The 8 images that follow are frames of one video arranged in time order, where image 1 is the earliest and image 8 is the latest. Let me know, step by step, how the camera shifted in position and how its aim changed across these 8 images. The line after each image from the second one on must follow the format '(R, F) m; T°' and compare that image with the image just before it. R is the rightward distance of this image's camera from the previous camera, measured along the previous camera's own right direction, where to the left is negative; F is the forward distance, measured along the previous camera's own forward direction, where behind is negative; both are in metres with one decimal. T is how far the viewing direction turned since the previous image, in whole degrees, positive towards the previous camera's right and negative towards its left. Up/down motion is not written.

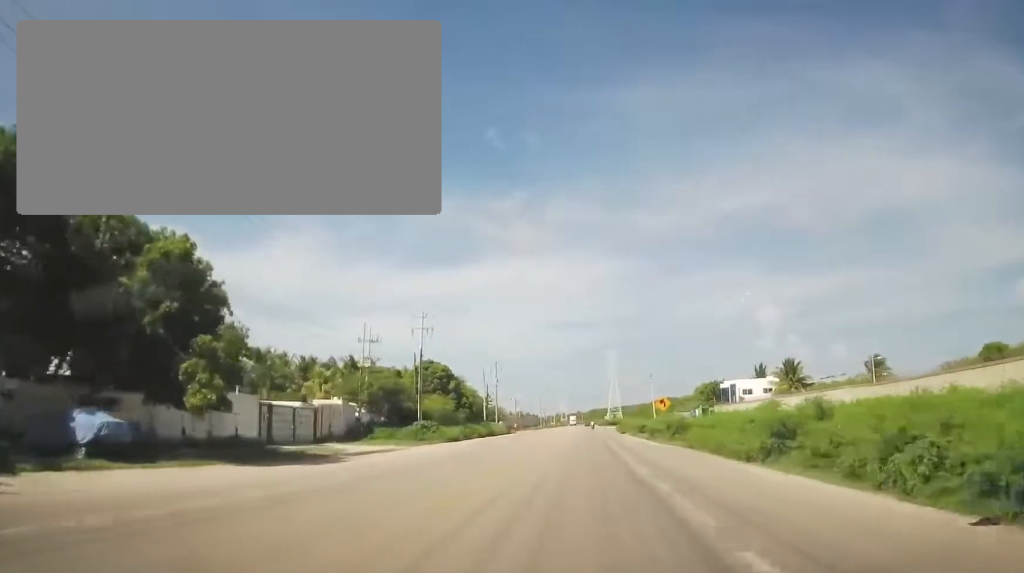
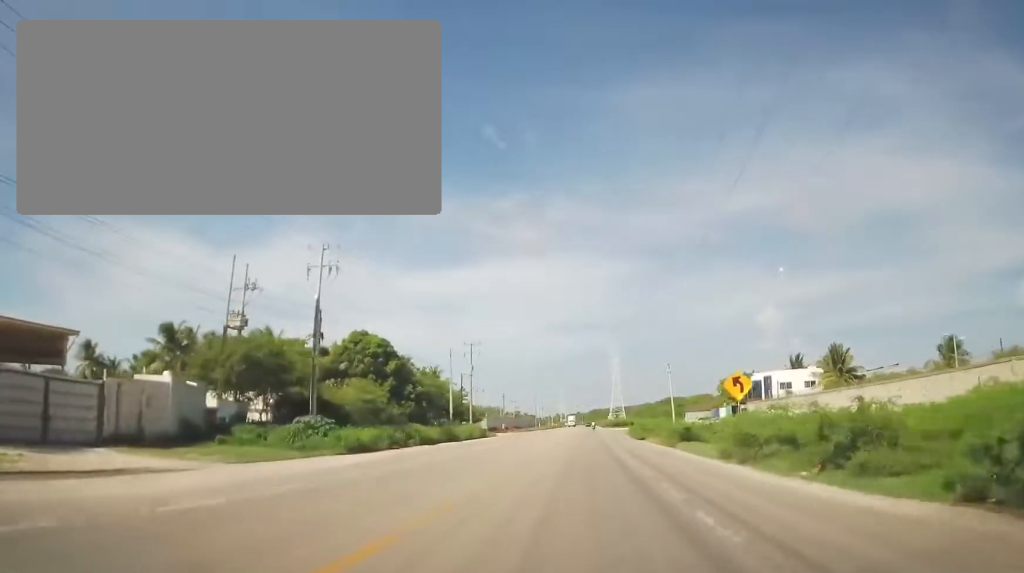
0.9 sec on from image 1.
(-0.1, +22.2) m; 0°
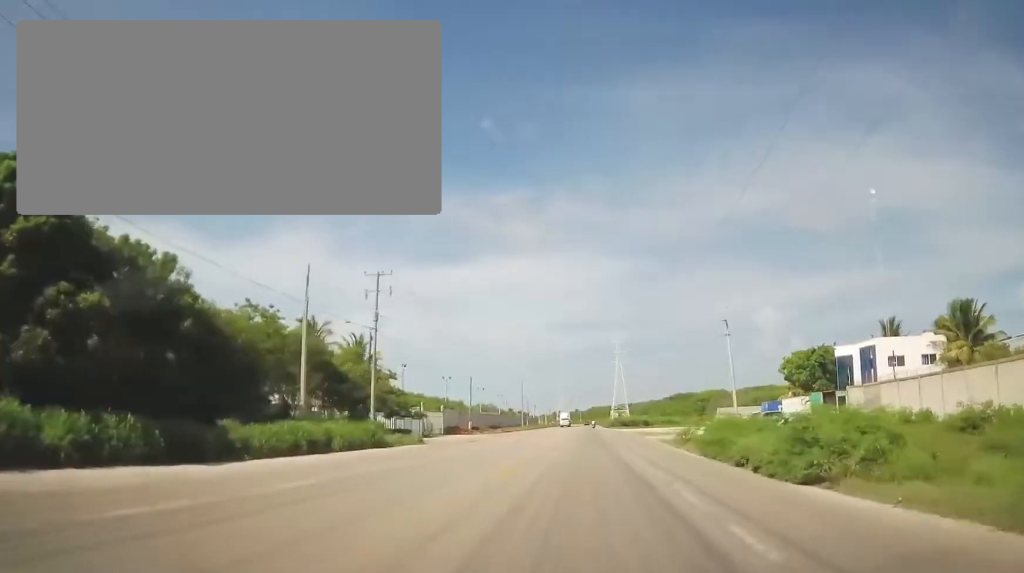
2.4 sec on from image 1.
(-0.1, +34.9) m; +1°
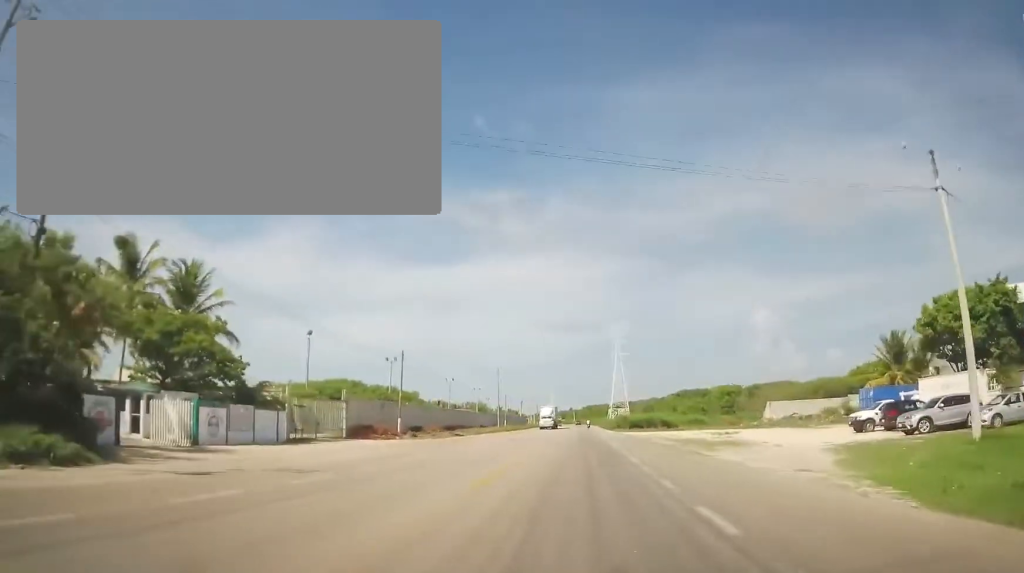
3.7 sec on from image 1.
(+0.5, +31.7) m; -1°
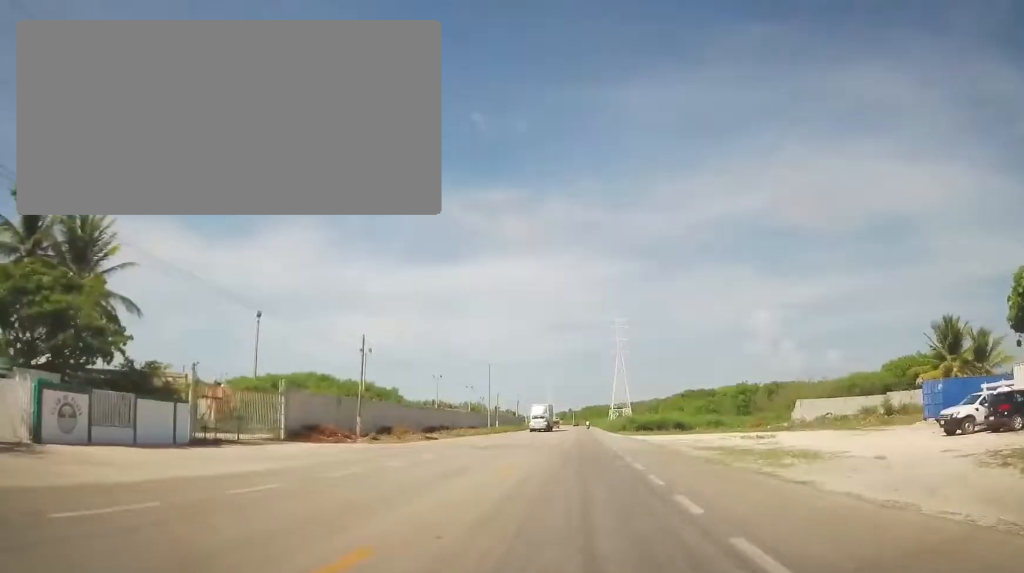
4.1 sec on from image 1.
(-0.4, +10.6) m; -1°
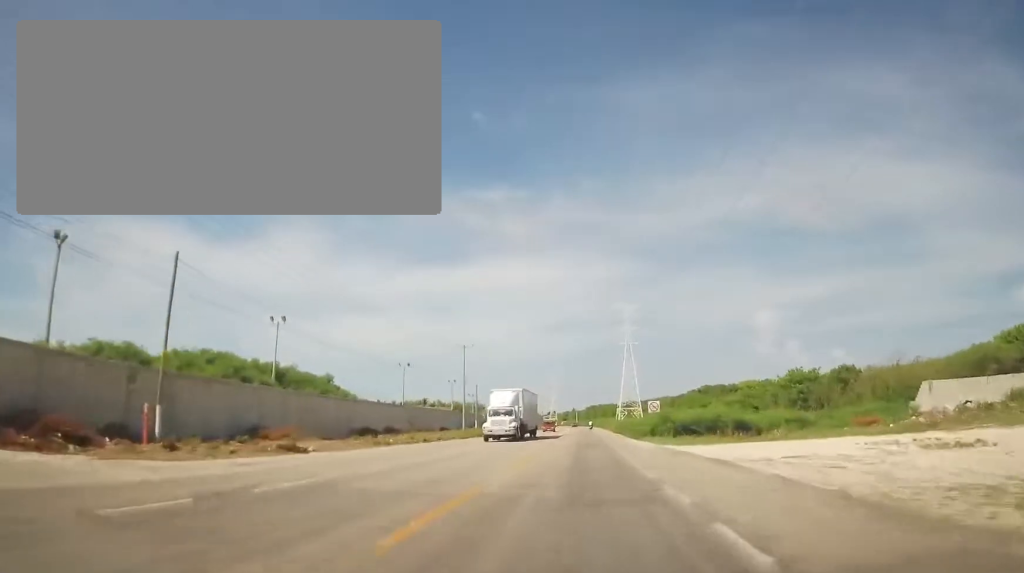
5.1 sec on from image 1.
(-0.2, +24.4) m; 0°
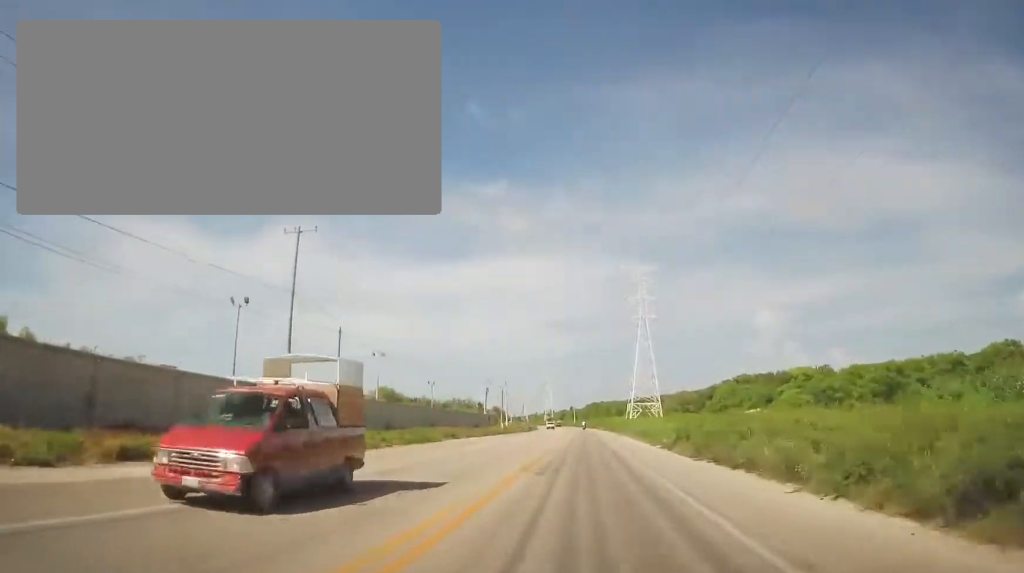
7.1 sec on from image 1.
(+0.2, +47.5) m; +1°
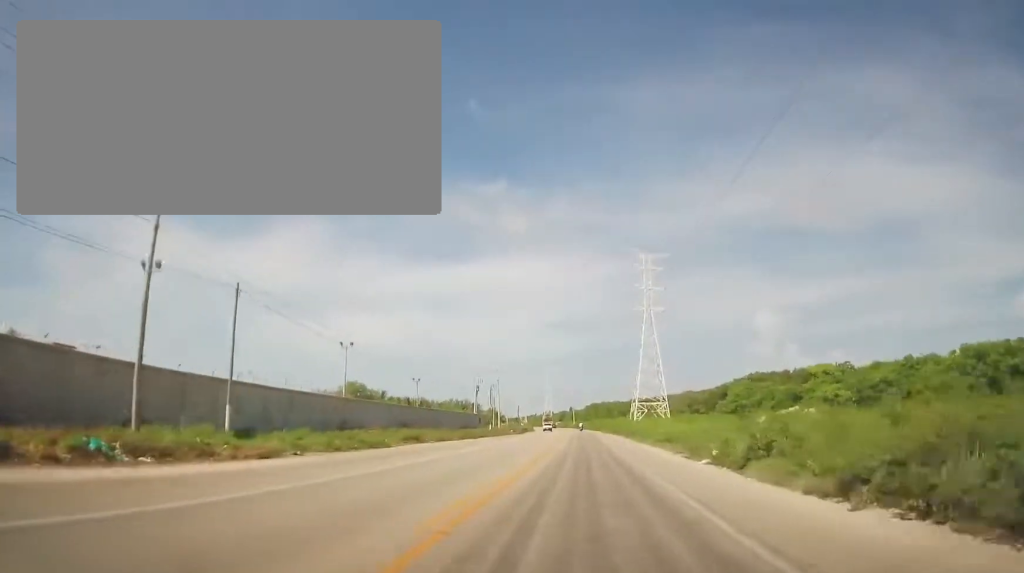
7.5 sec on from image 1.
(0.0, +11.6) m; 0°
